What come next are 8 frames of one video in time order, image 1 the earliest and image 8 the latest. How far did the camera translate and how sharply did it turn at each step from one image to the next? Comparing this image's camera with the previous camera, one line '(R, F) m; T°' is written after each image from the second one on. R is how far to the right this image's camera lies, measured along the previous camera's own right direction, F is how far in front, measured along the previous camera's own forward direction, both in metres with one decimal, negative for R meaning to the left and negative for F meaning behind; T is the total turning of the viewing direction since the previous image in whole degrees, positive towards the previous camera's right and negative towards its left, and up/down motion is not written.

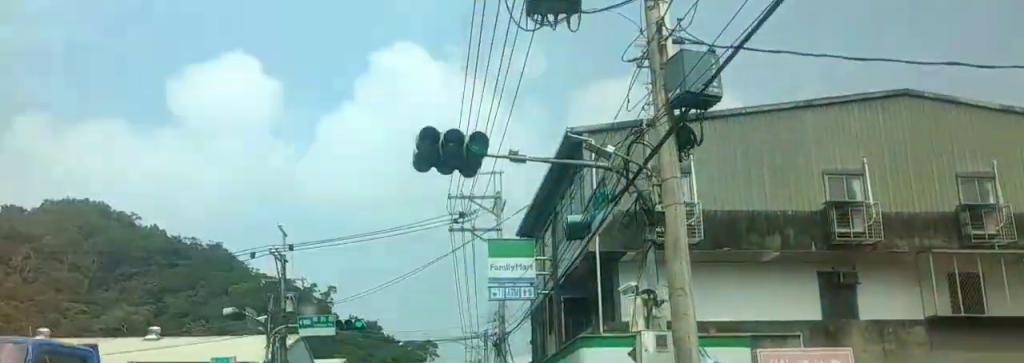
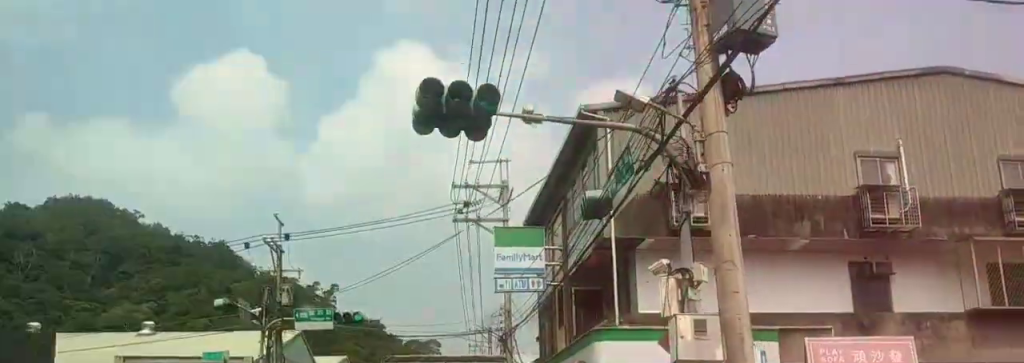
(0.0, +1.1) m; 0°
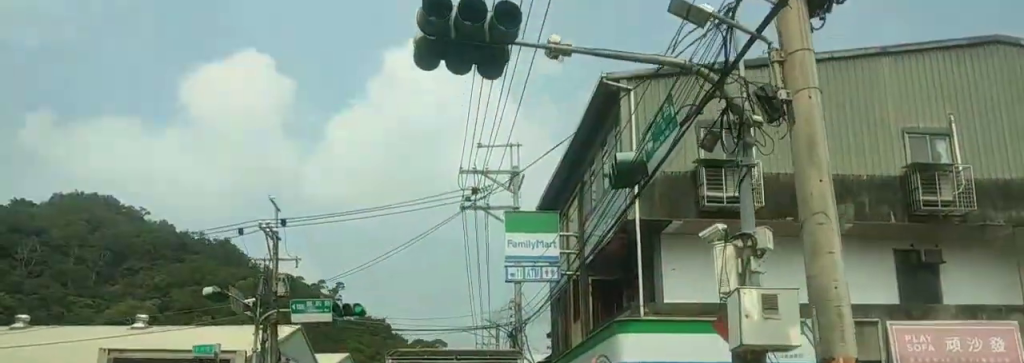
(0.0, +1.5) m; 0°
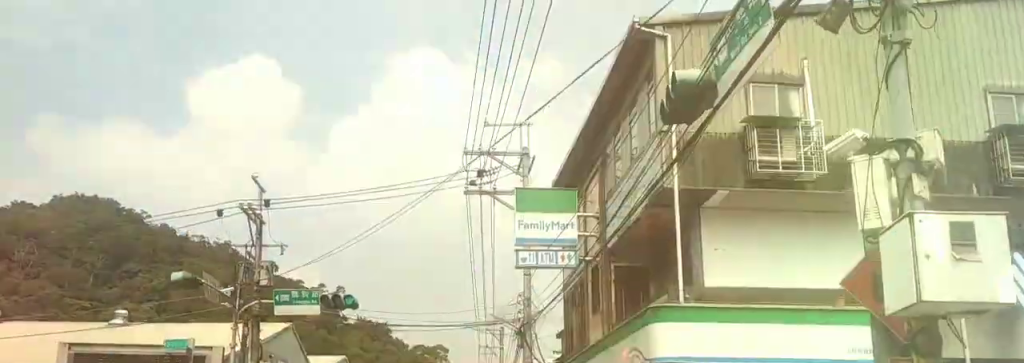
(0.0, +2.8) m; 0°
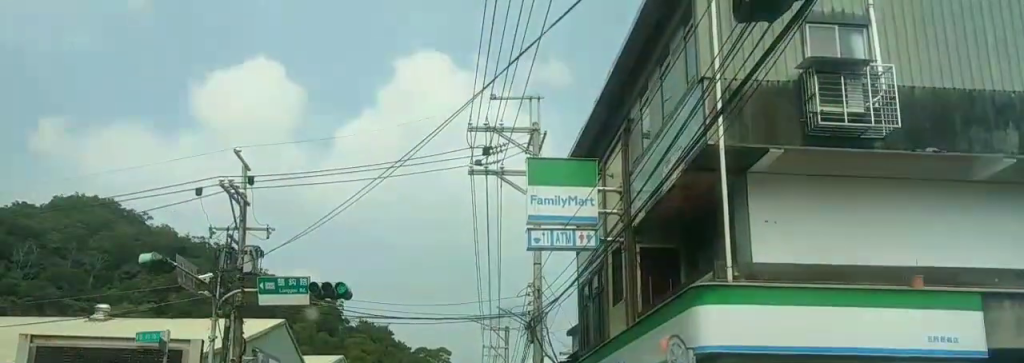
(0.0, +2.6) m; 0°
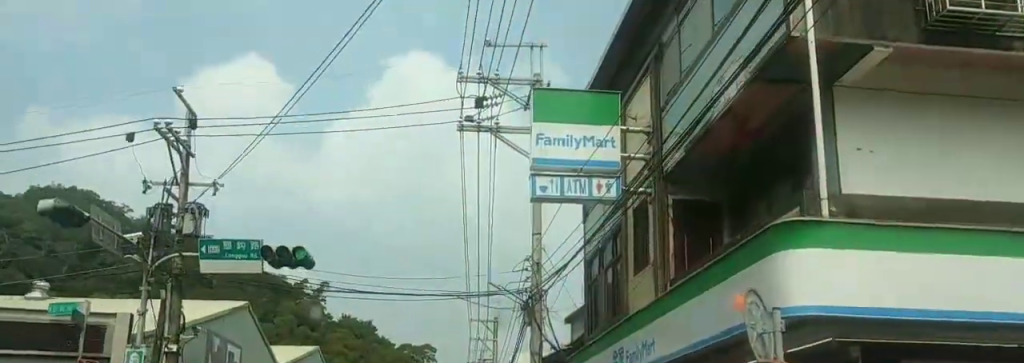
(0.0, +4.1) m; 0°
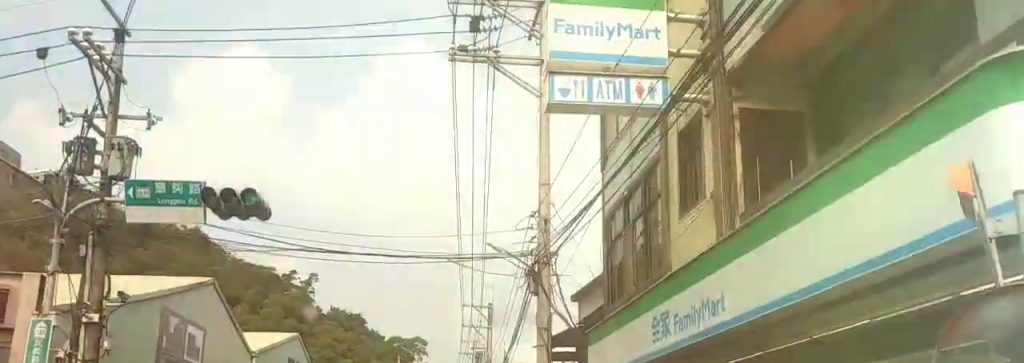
(+0.1, +4.5) m; +3°
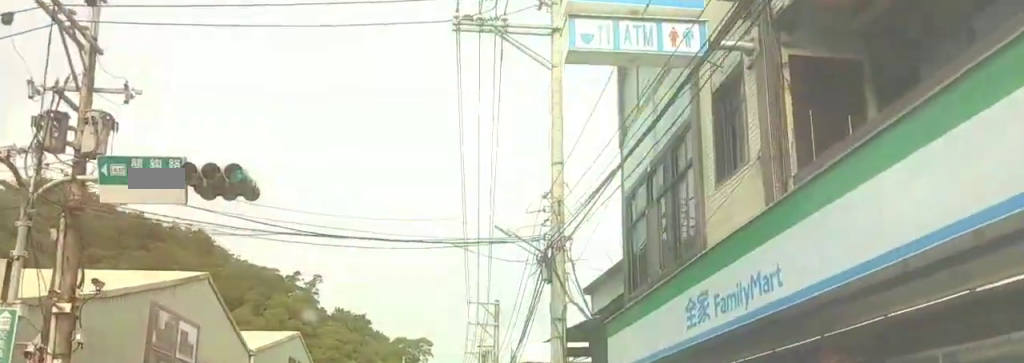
(0.0, +1.6) m; +1°
